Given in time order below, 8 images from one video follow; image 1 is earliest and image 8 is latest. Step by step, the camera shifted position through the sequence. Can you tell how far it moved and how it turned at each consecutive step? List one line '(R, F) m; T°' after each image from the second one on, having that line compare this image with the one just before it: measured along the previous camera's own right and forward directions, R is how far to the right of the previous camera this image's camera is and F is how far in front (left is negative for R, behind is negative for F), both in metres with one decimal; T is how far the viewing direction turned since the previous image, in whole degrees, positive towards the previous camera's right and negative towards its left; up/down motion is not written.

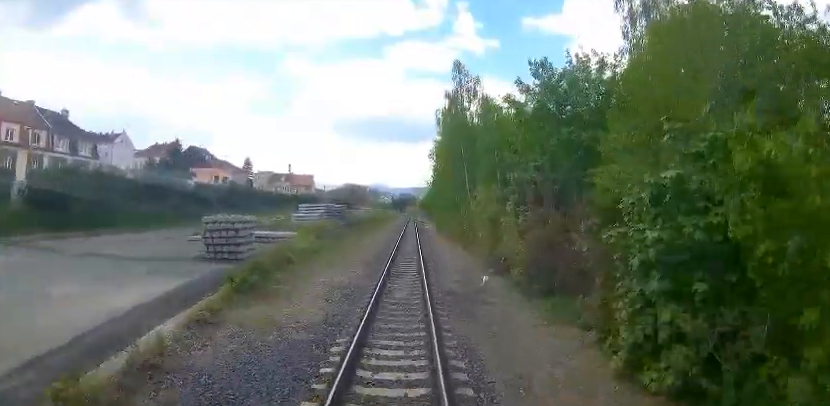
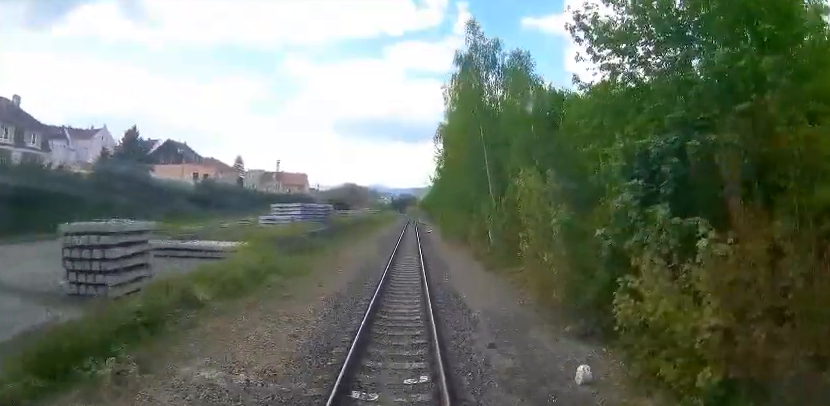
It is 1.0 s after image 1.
(+0.2, +7.9) m; +3°
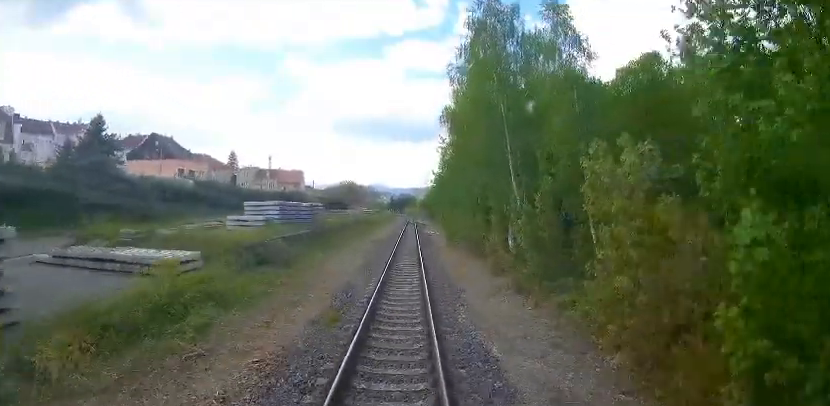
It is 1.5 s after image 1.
(+0.1, +5.0) m; +1°
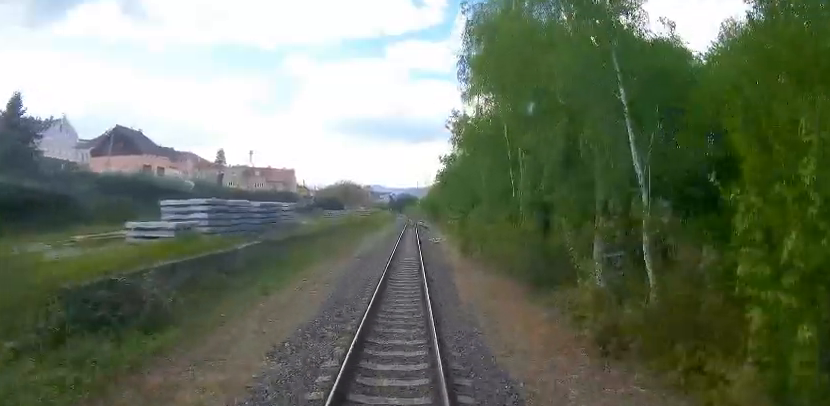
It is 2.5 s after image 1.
(0.0, +9.9) m; 0°
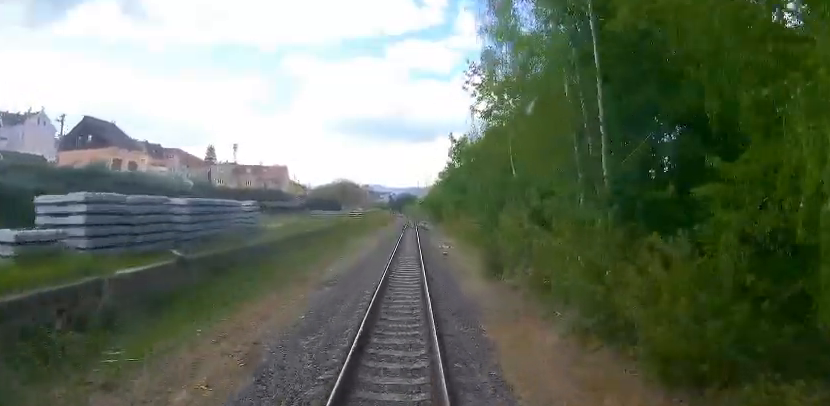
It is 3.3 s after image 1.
(-0.1, +7.8) m; 0°
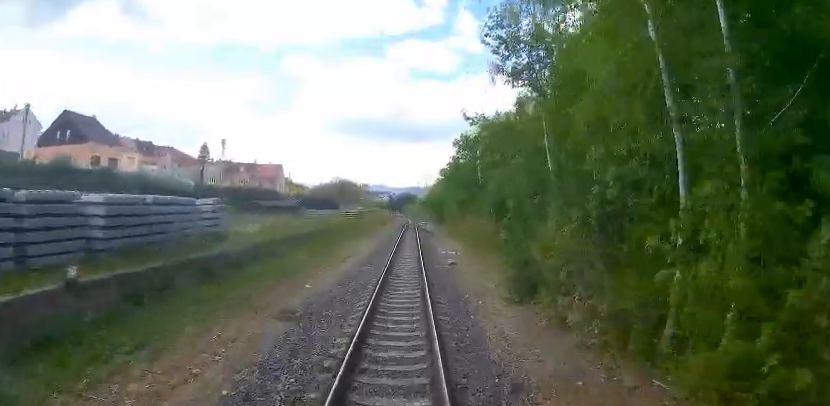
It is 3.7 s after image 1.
(0.0, +4.7) m; 0°
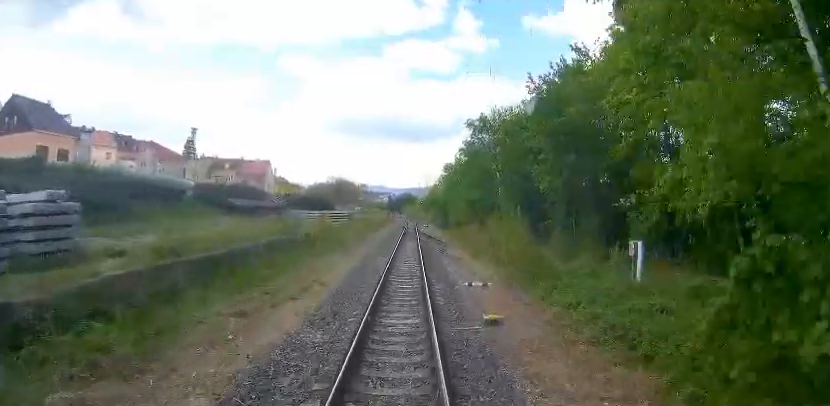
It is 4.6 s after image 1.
(0.0, +10.2) m; -2°
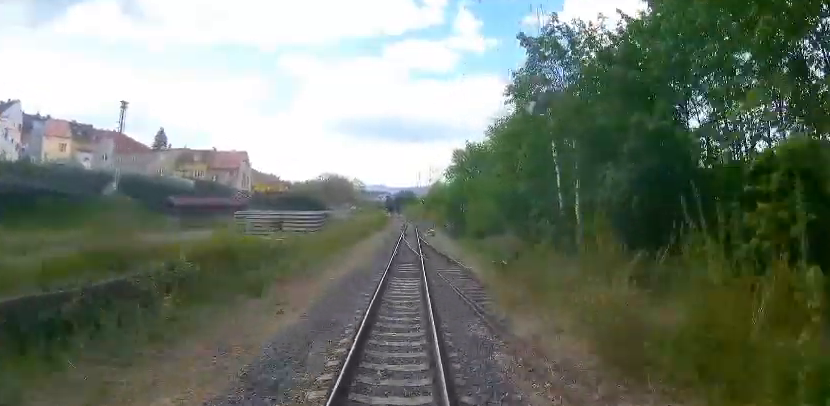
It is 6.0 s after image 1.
(-0.3, +16.4) m; +1°
